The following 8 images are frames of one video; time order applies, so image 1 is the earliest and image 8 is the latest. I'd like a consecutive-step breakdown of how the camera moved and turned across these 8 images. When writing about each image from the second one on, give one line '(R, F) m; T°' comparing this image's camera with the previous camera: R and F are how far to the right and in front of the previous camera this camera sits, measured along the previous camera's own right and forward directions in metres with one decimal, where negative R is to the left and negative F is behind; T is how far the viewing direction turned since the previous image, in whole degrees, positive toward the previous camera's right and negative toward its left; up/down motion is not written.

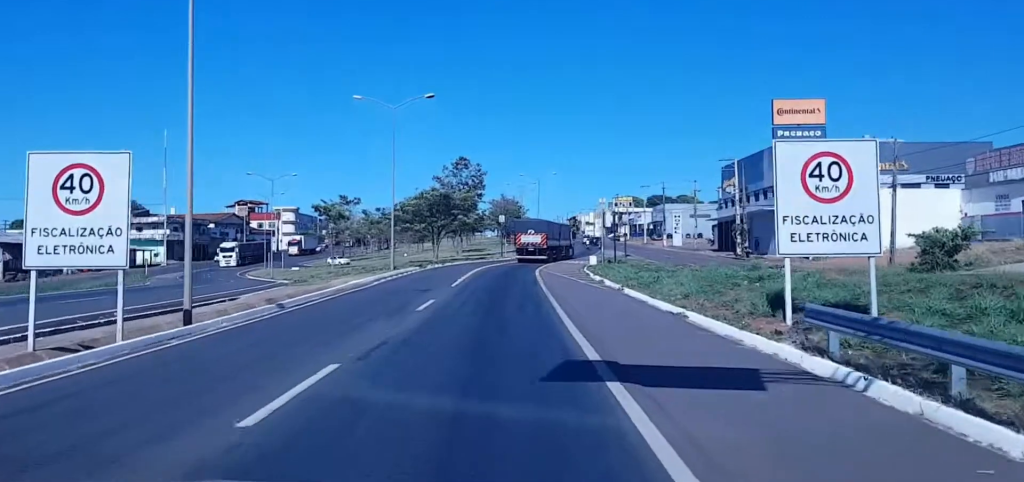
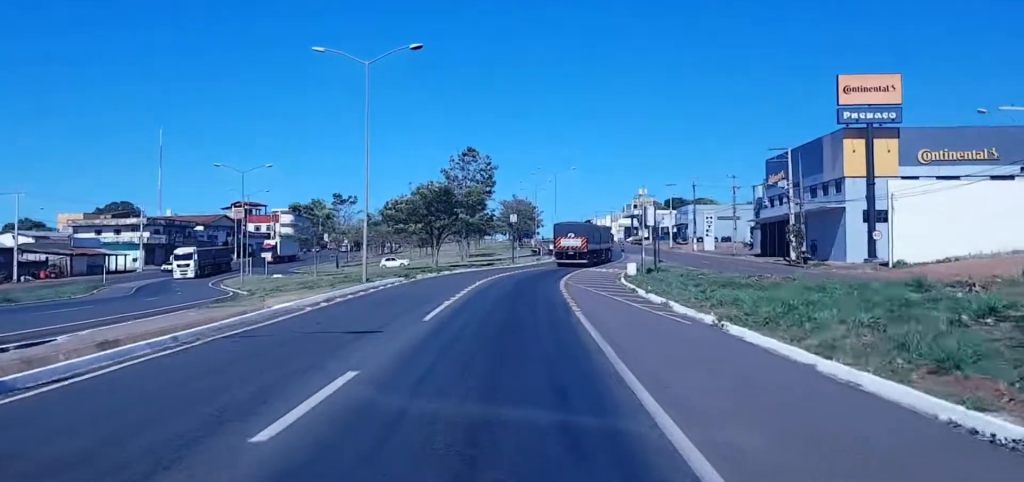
(-0.9, +17.9) m; -4°
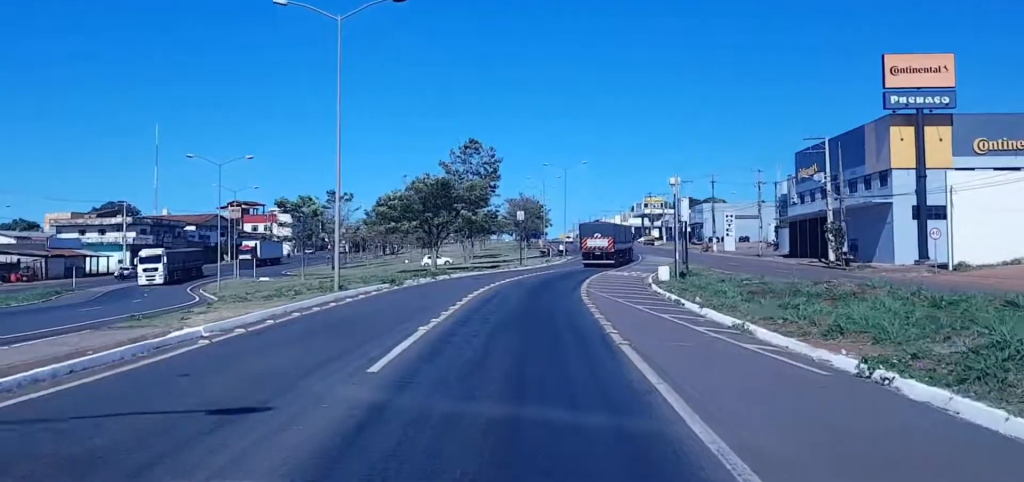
(0.0, +9.7) m; 0°
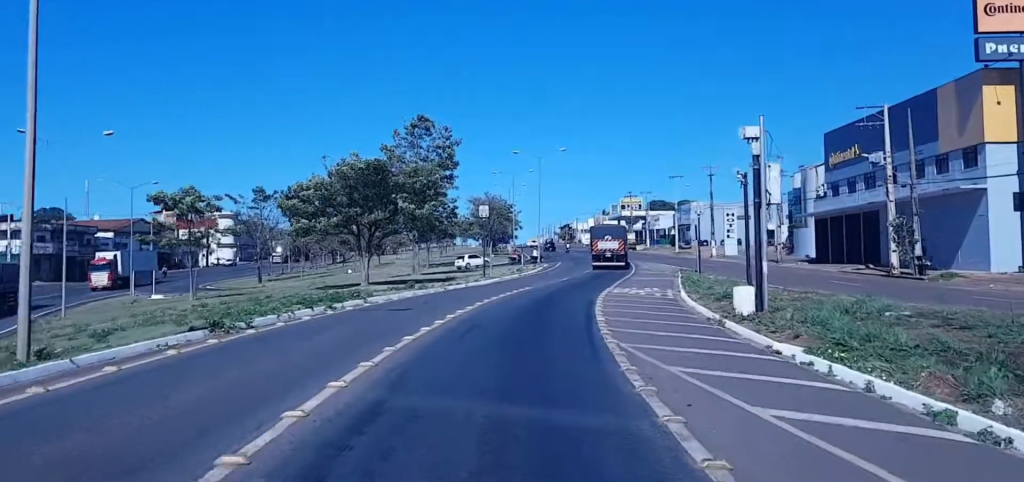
(+0.8, +22.8) m; +5°
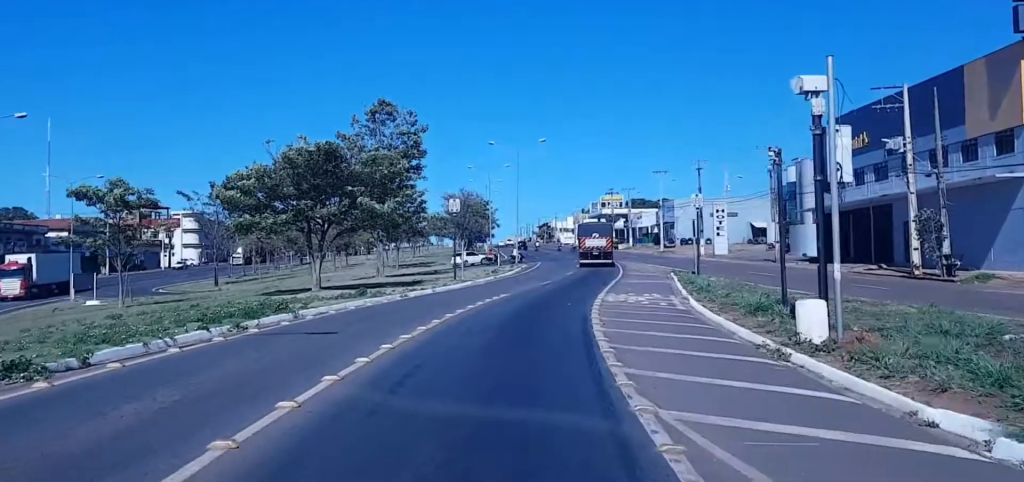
(0.0, +7.9) m; +1°
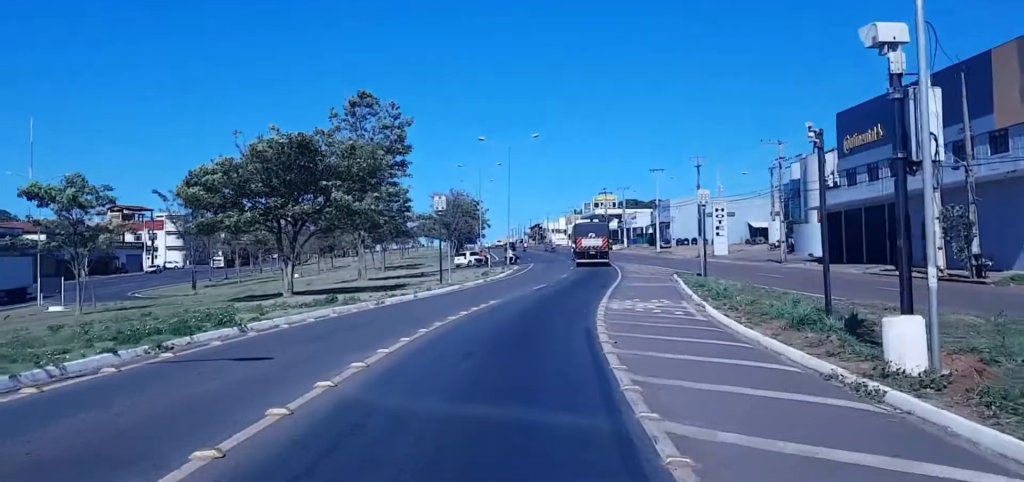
(+0.2, +4.2) m; -1°
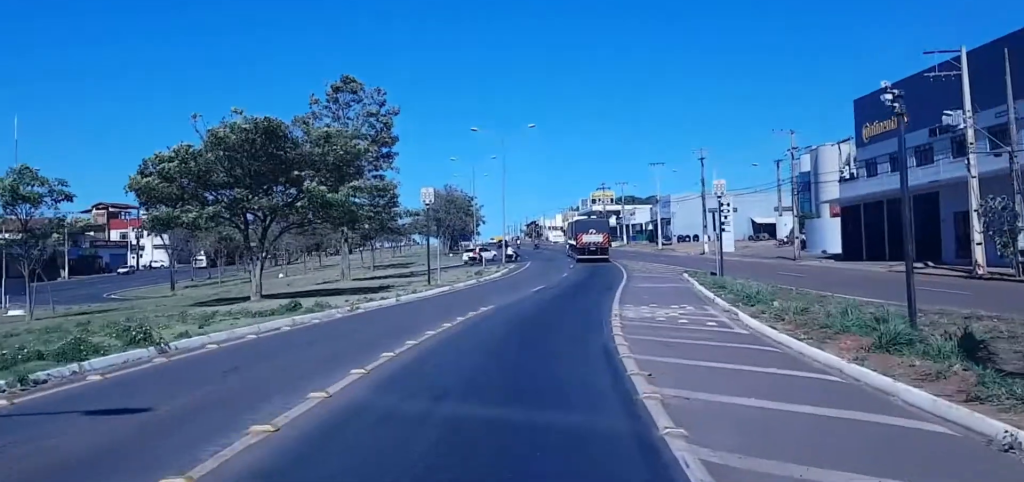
(+0.1, +5.1) m; -1°
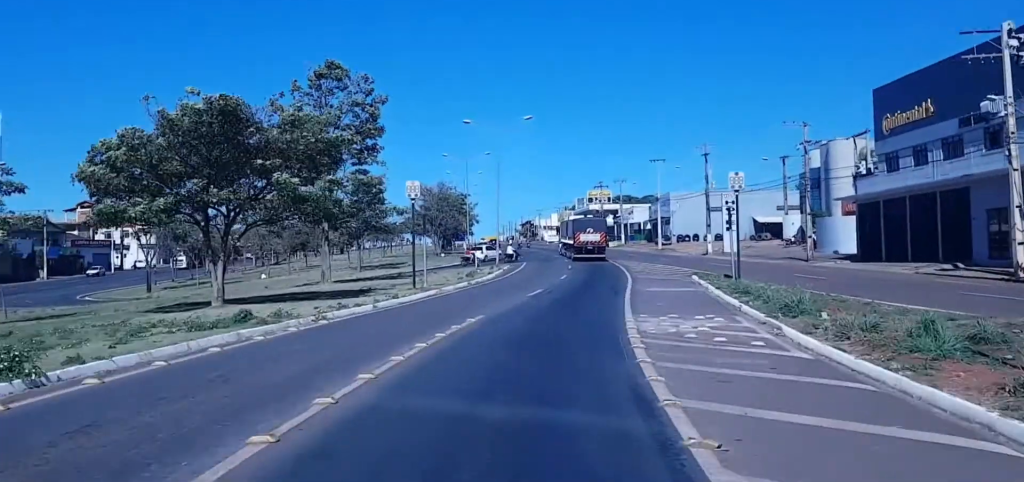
(-0.4, +4.7) m; 0°
